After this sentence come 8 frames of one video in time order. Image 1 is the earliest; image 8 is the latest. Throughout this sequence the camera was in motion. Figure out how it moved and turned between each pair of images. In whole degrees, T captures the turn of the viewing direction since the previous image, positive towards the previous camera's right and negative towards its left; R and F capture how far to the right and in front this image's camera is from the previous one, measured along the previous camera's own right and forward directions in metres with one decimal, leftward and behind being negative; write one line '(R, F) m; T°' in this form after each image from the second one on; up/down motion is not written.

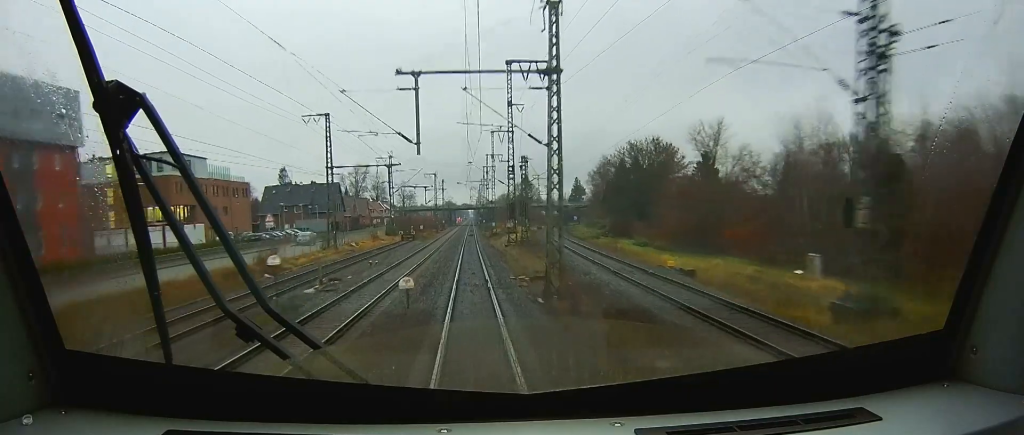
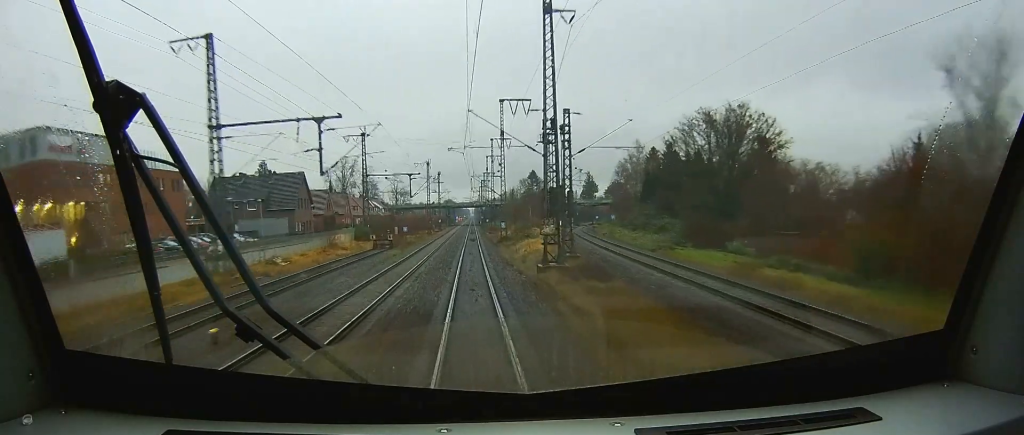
(-0.1, +28.1) m; 0°
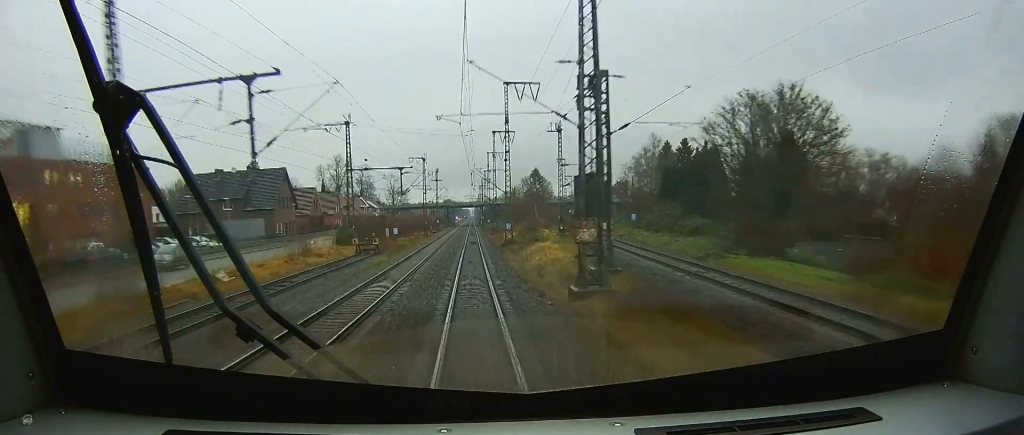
(0.0, +10.0) m; 0°
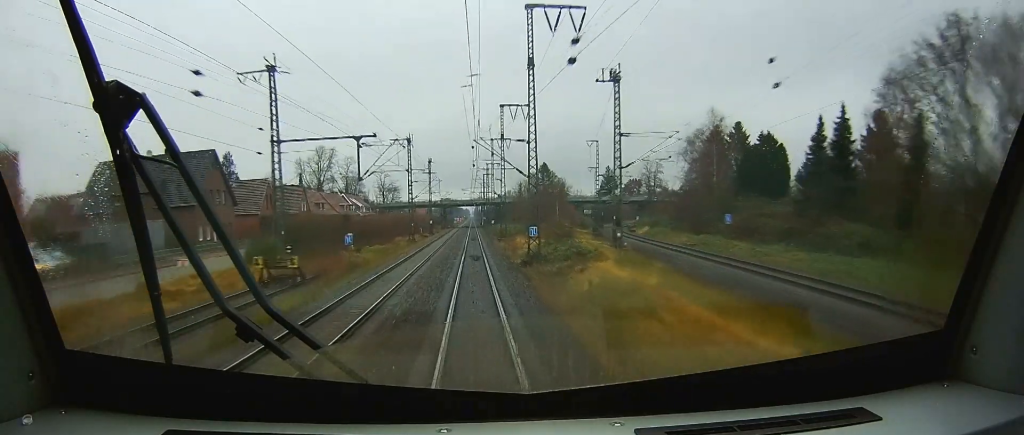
(0.0, +26.7) m; 0°
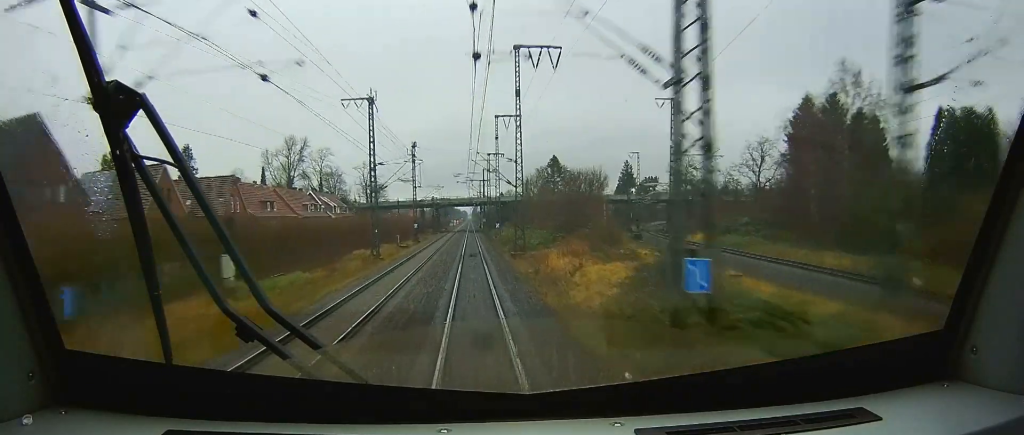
(0.0, +30.0) m; 0°
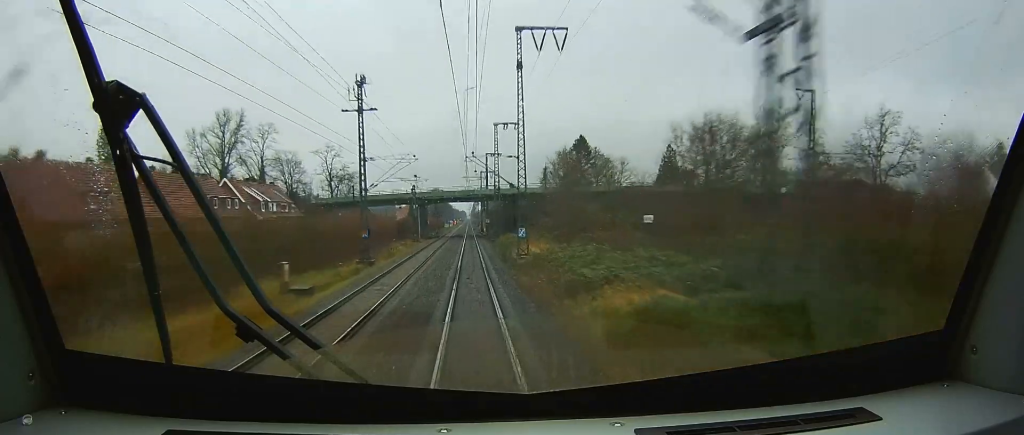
(+0.2, +45.0) m; +1°
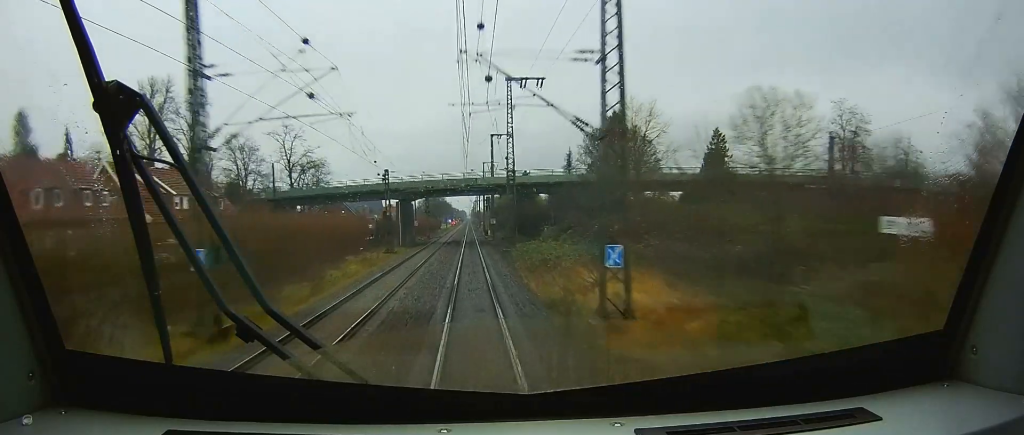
(+0.2, +30.3) m; +1°
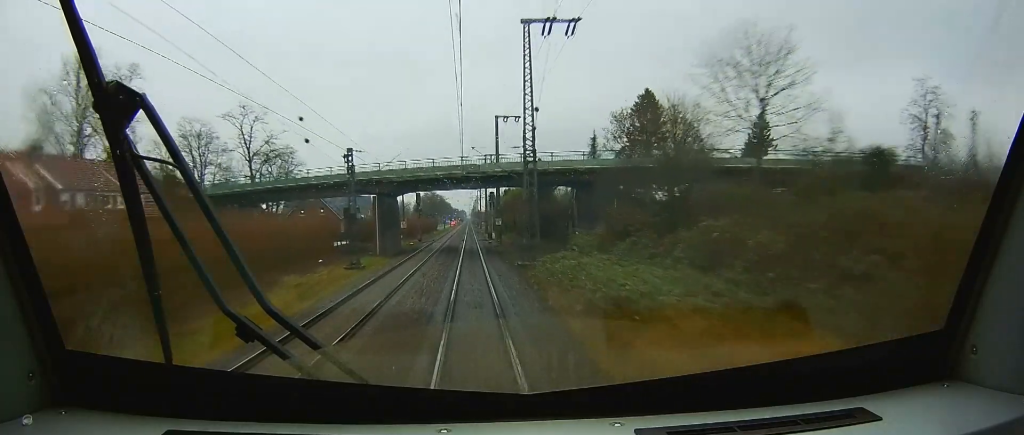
(0.0, +20.1) m; 0°
